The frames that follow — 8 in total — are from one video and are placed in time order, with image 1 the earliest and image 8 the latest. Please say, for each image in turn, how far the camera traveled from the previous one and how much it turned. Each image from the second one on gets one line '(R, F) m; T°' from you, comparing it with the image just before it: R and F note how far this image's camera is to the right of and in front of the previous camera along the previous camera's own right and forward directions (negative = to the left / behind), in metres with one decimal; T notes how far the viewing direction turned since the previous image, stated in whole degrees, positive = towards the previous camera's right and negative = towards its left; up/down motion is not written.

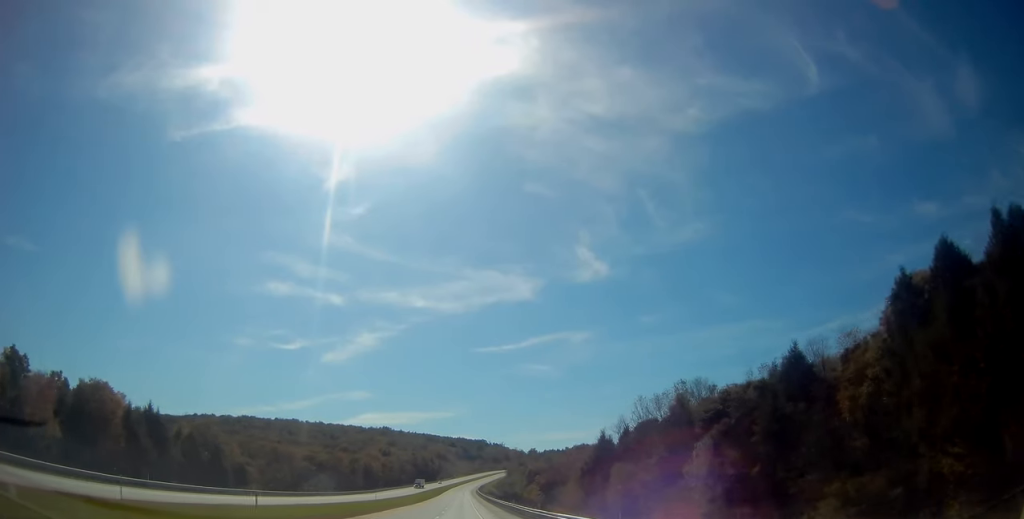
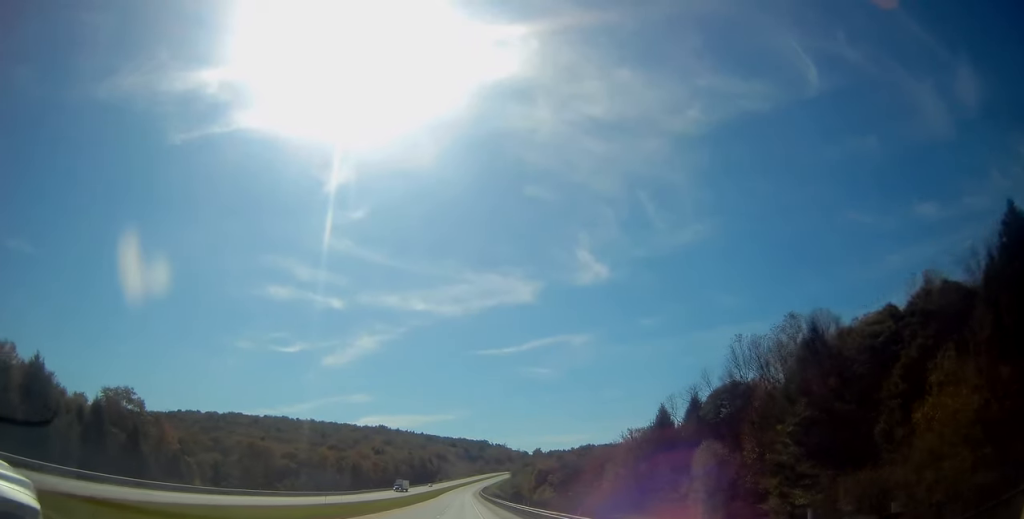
(+0.1, +35.1) m; 0°
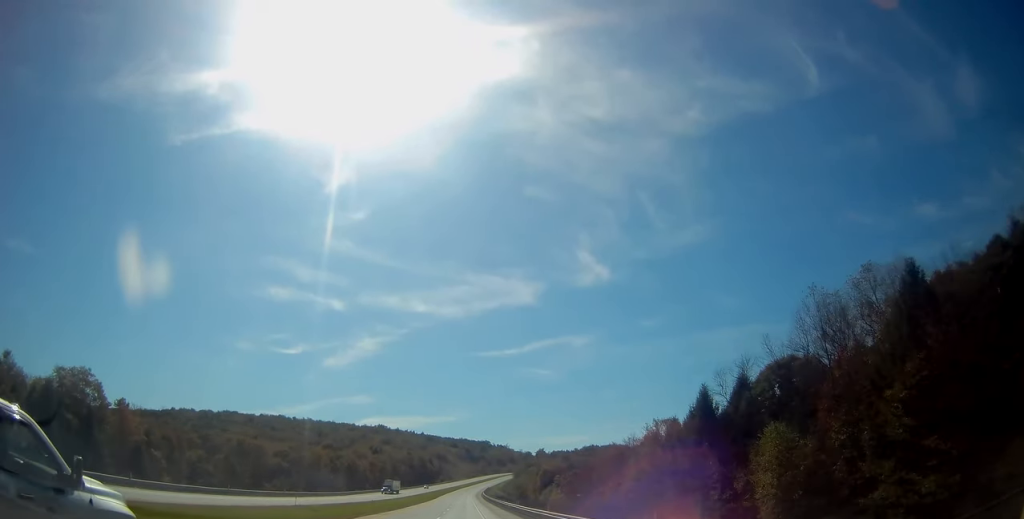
(+0.1, +14.4) m; 0°
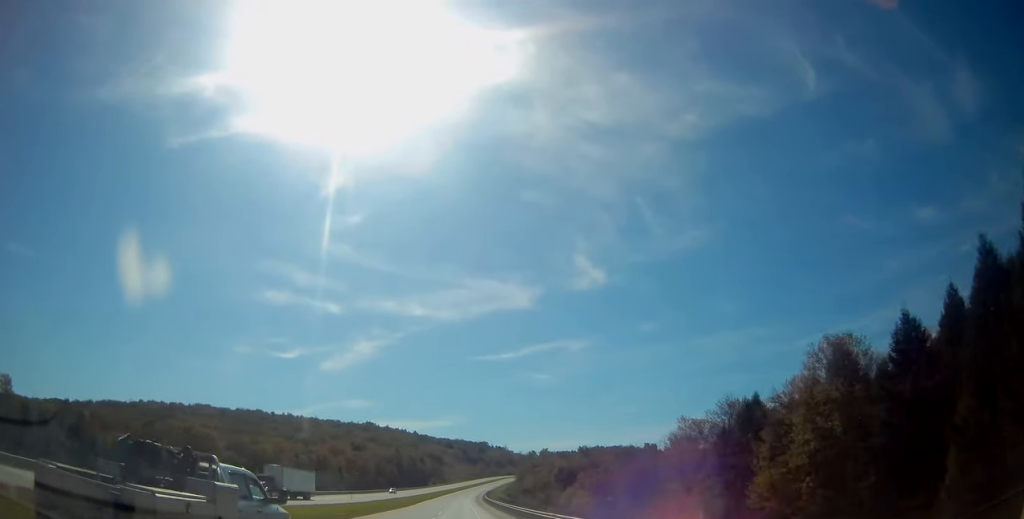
(0.0, +50.0) m; 0°
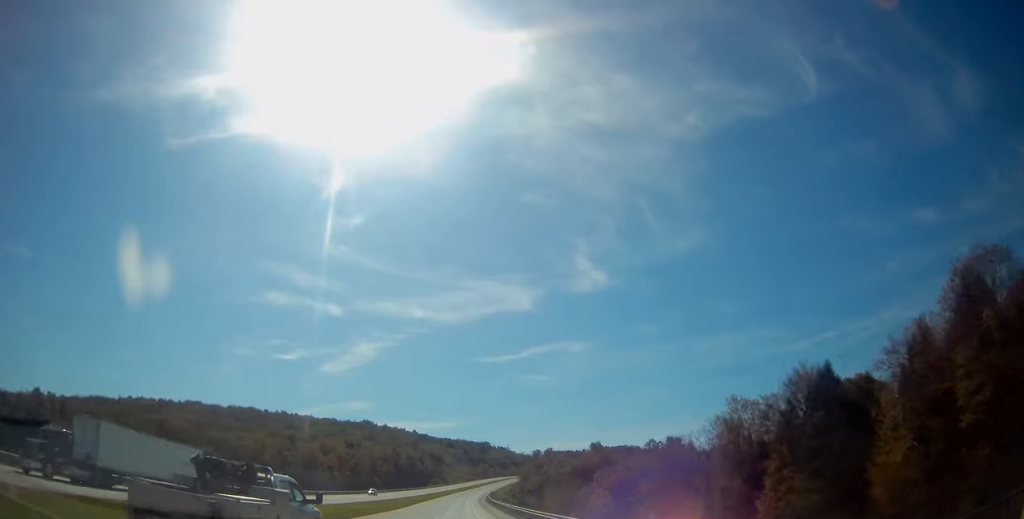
(0.0, +19.2) m; 0°
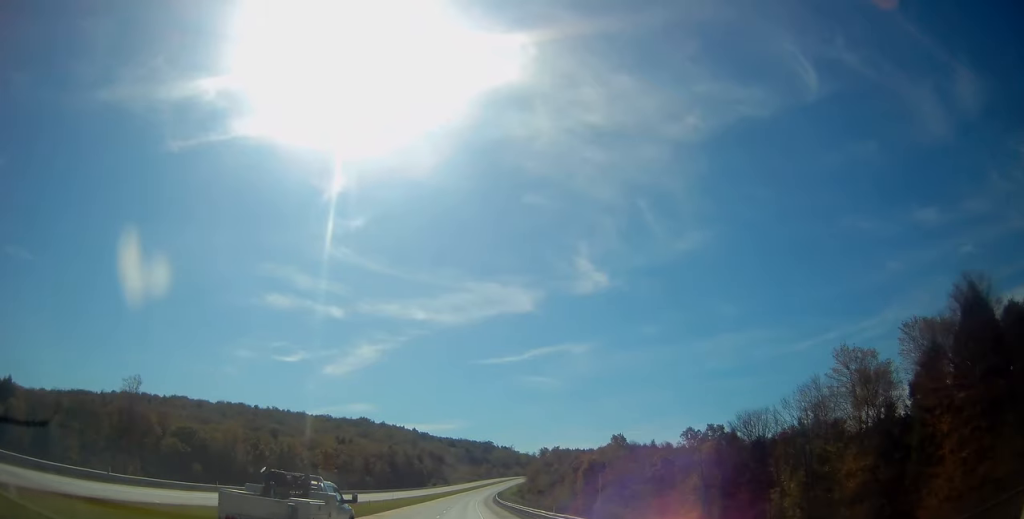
(0.0, +26.2) m; 0°
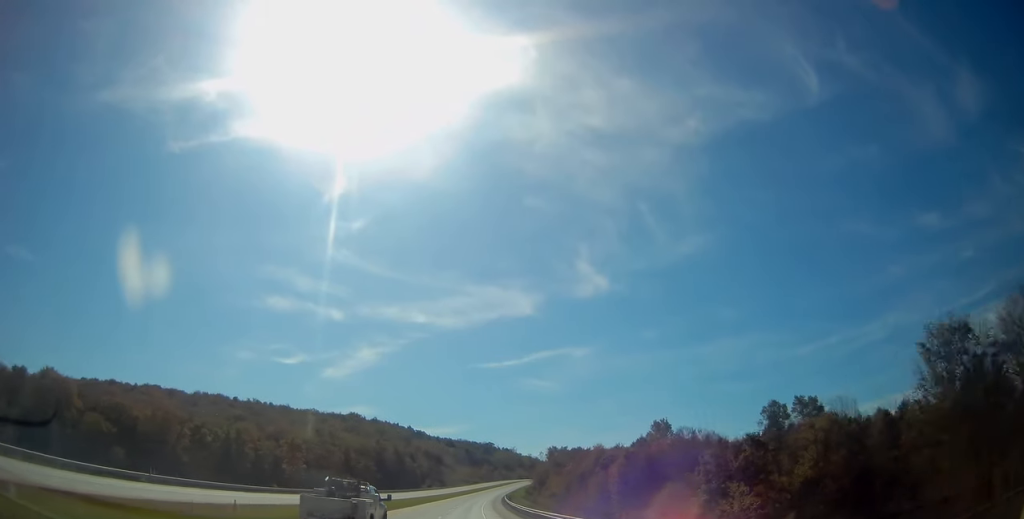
(-0.3, +39.0) m; 0°
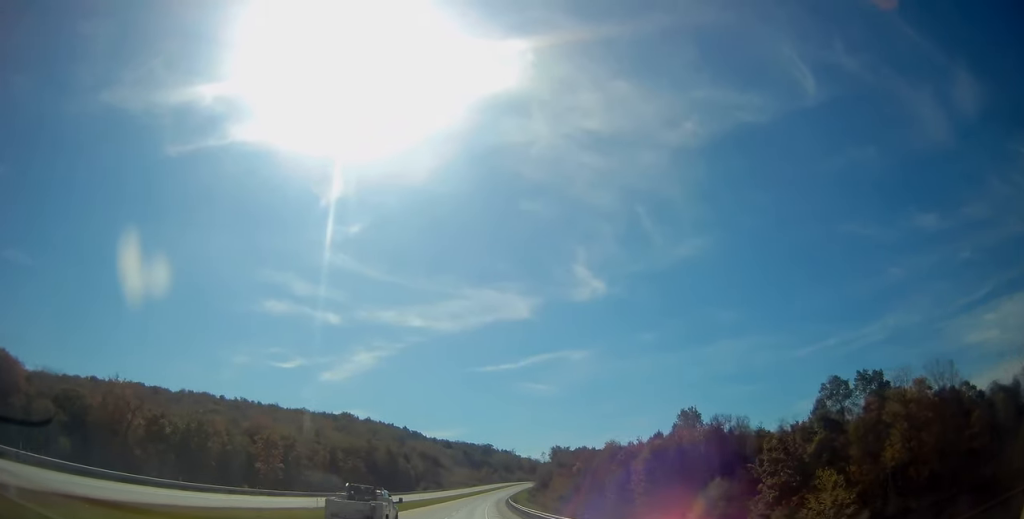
(-0.1, +18.9) m; 0°
